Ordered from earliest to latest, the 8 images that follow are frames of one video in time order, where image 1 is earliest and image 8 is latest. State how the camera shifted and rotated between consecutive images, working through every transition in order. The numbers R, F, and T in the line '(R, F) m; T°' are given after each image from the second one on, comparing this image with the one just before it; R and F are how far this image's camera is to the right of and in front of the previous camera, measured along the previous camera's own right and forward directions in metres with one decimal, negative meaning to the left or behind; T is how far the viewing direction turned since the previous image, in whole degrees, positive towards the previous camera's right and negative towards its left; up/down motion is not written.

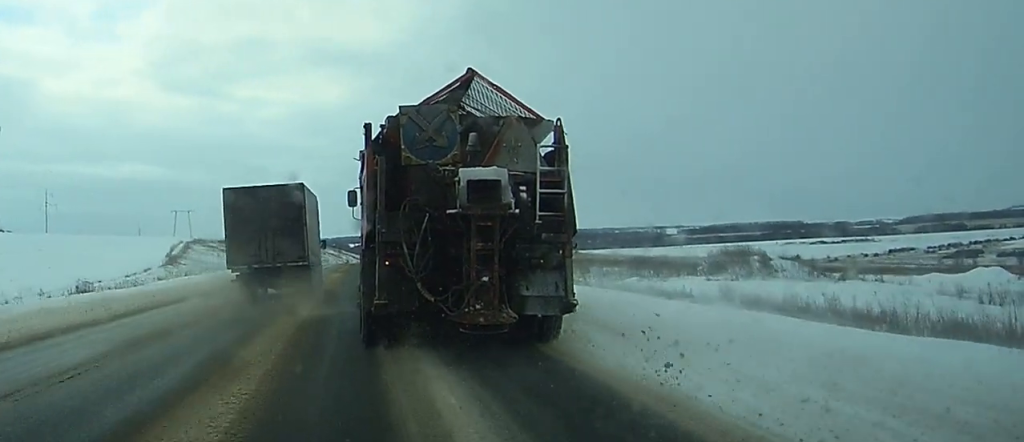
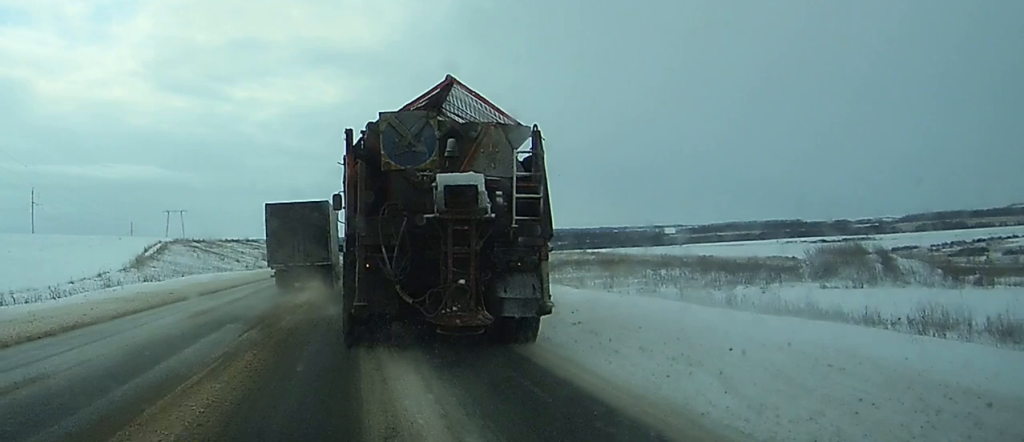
(+0.1, +14.0) m; +1°
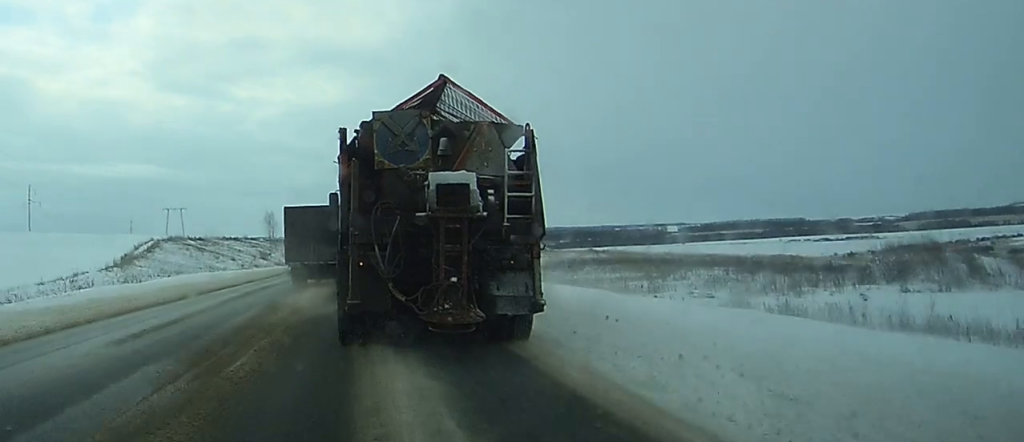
(0.0, +6.2) m; 0°
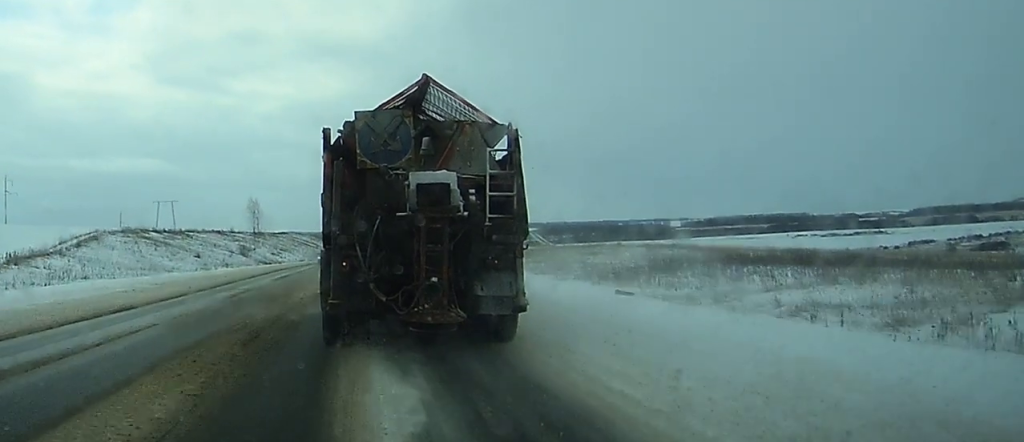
(-0.2, +27.4) m; 0°
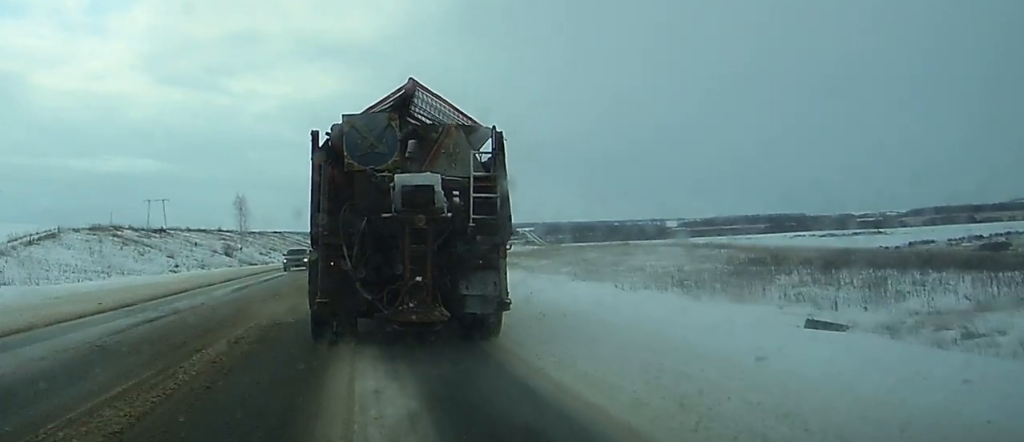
(+0.1, +11.2) m; 0°
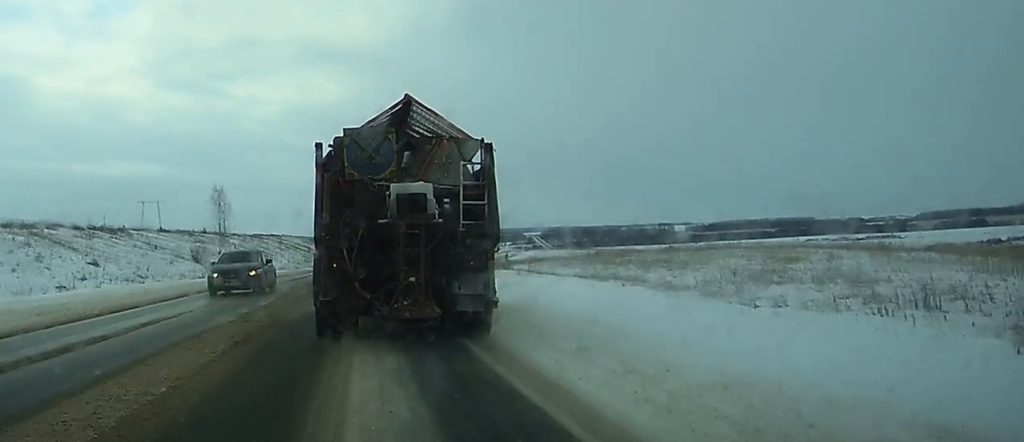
(+0.2, +27.2) m; 0°
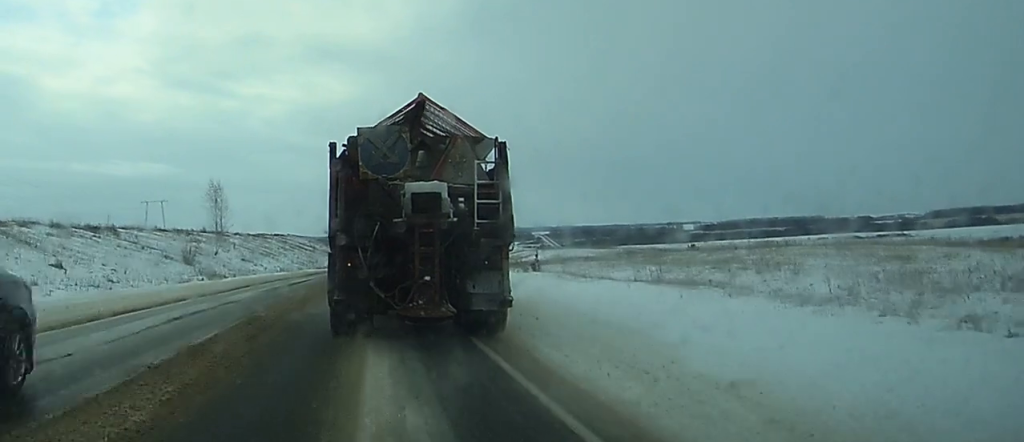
(0.0, +8.7) m; 0°
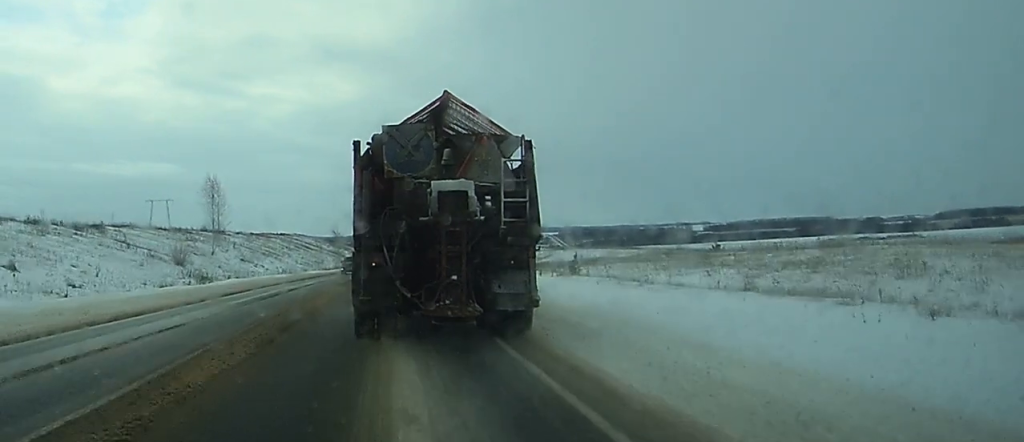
(0.0, +8.3) m; -1°
